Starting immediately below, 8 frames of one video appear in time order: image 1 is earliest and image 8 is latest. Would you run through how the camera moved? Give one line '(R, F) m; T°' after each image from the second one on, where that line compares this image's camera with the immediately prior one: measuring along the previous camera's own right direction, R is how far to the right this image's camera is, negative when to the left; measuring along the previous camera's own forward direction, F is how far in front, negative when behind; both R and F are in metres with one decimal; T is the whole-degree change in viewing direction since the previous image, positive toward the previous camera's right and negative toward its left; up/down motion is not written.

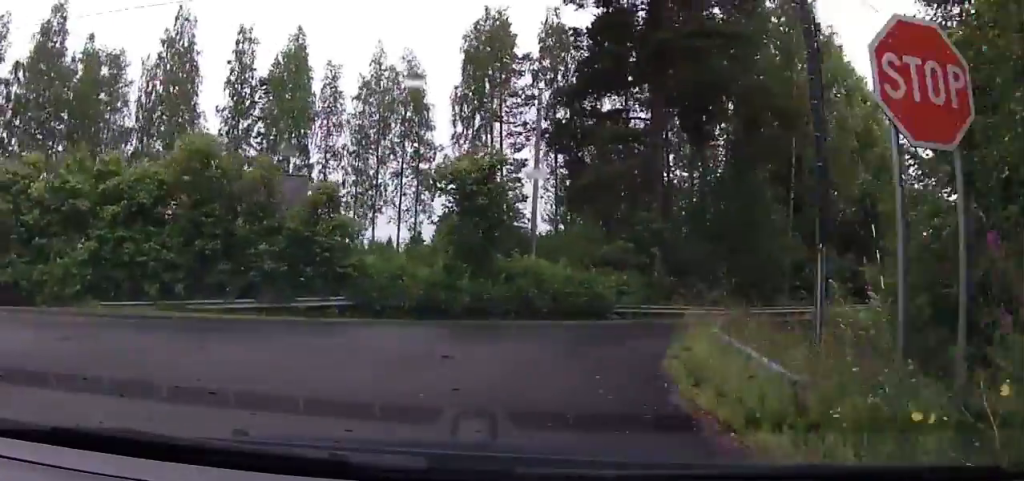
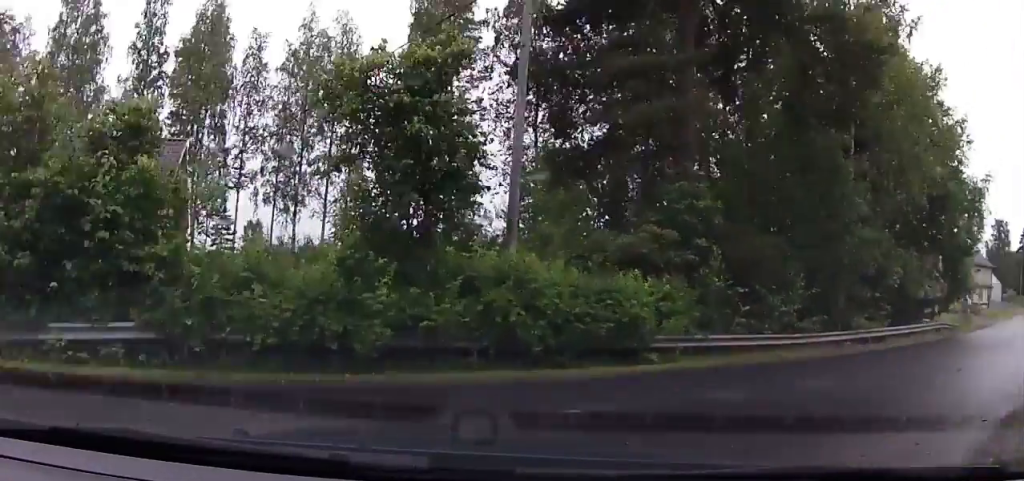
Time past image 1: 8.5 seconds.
(+15.0, +28.5) m; +42°
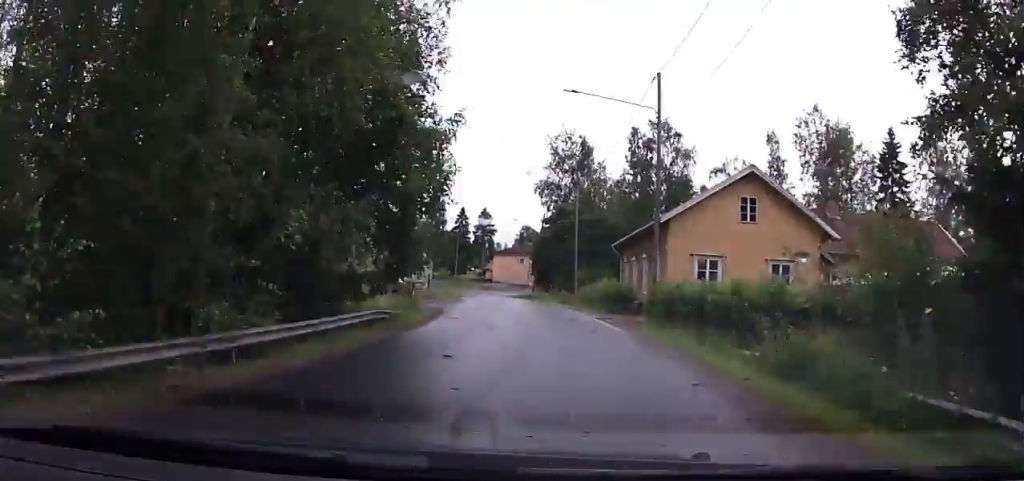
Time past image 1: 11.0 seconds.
(+1.7, +11.0) m; +6°
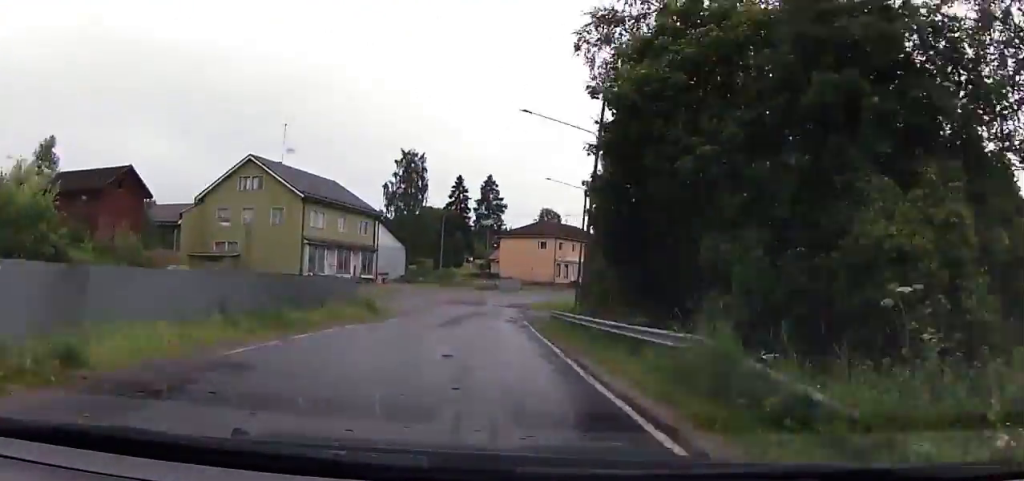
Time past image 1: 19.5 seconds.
(+2.3, +43.8) m; +5°
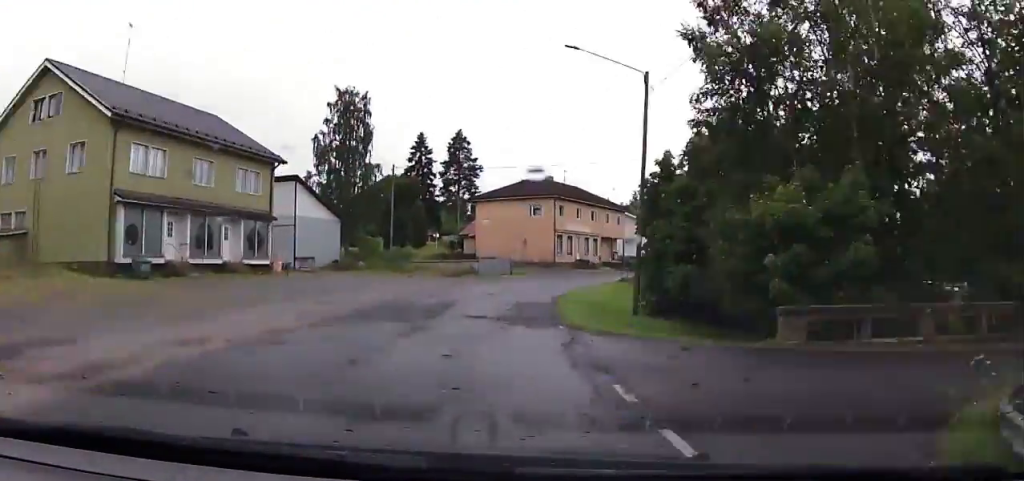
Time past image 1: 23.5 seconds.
(-0.3, +22.5) m; +4°
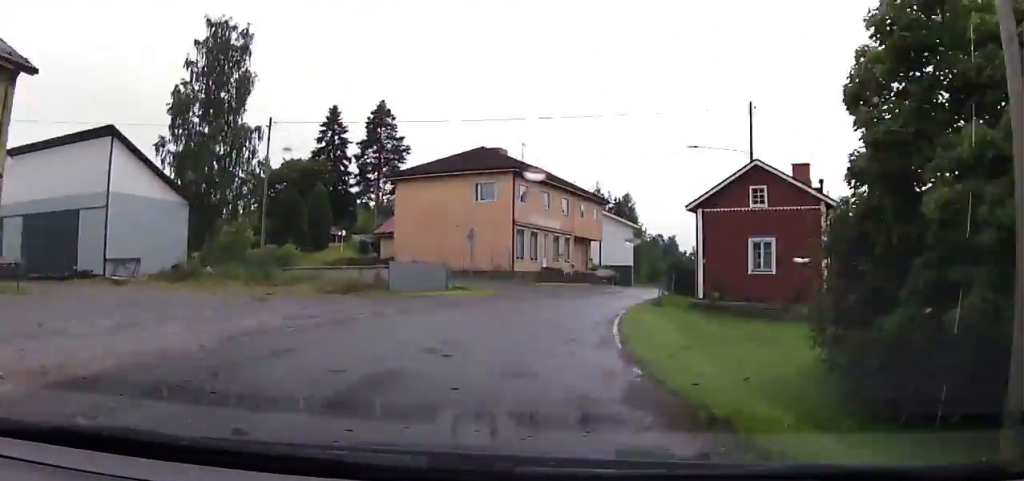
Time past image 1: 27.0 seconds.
(+1.4, +19.3) m; +8°
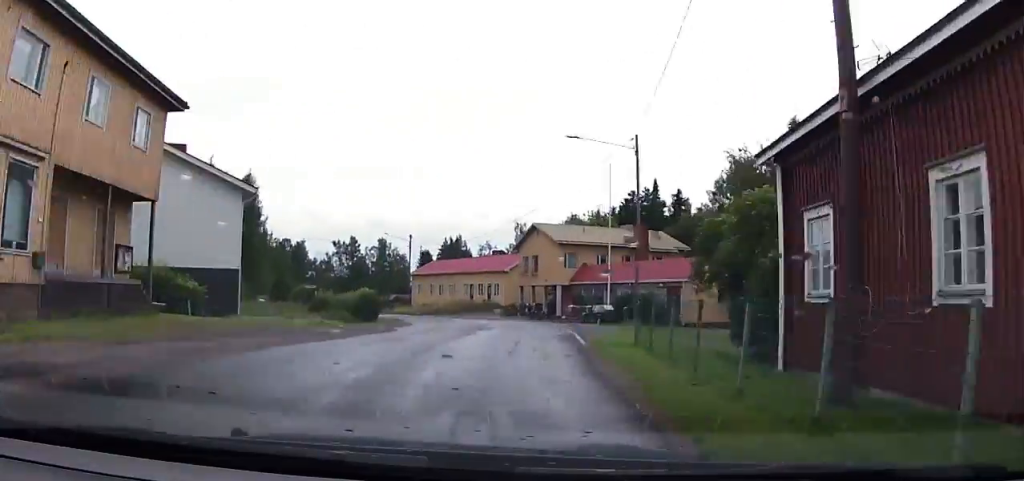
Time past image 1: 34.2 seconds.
(+6.4, +38.1) m; +16°
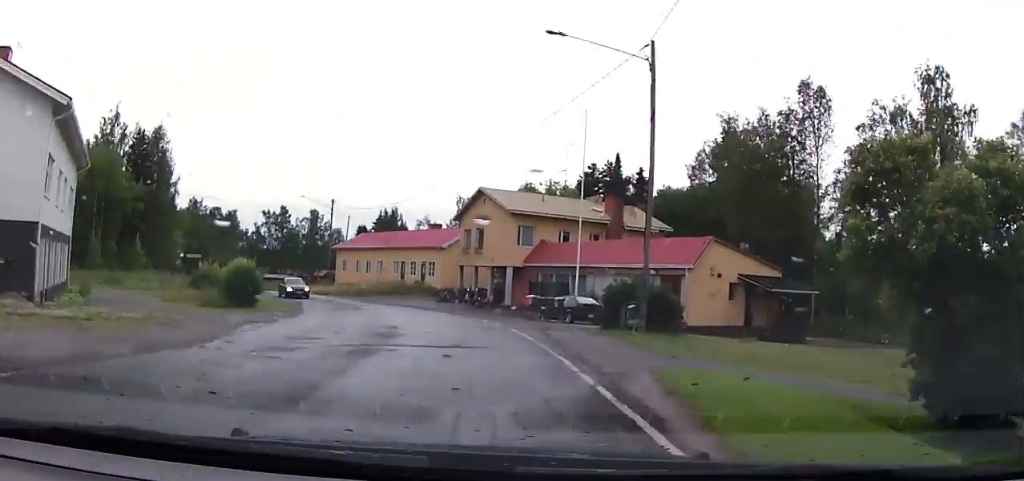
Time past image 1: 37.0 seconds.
(+0.8, +14.6) m; +4°
